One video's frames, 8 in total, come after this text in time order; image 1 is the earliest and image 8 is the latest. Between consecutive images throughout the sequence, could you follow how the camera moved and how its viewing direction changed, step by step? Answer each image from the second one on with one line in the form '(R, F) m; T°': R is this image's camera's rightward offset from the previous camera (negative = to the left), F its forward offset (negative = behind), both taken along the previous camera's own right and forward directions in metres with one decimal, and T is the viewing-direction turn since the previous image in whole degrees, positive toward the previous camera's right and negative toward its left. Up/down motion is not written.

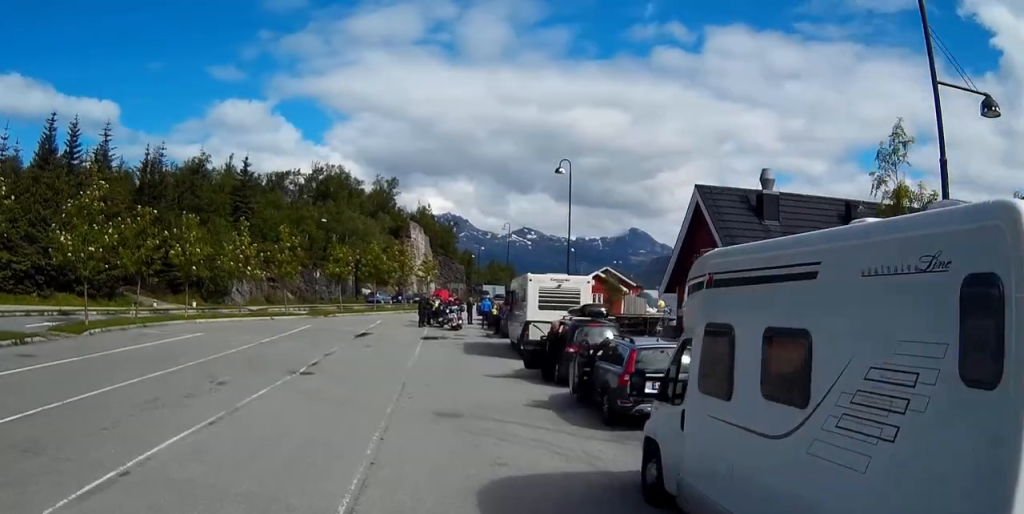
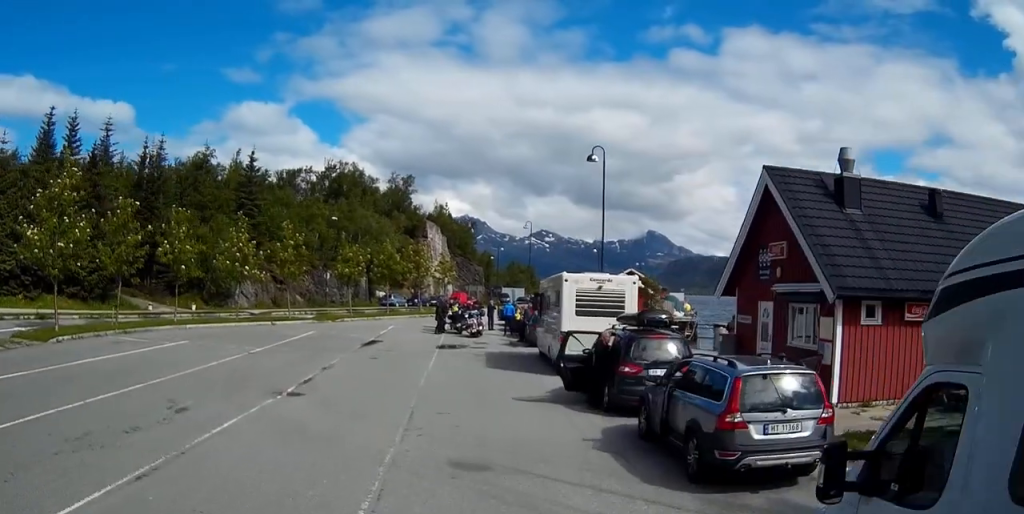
(+0.1, +3.6) m; 0°
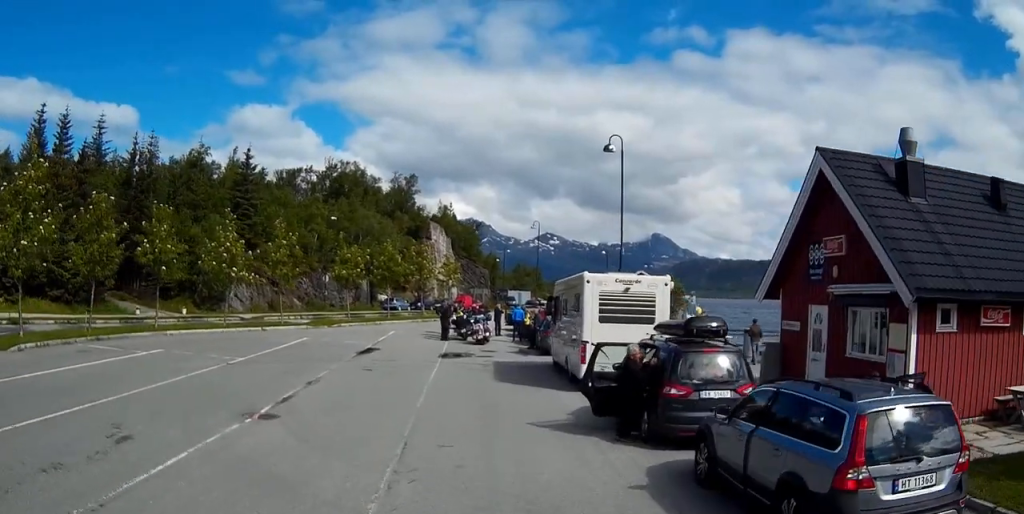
(-0.1, +2.6) m; -3°
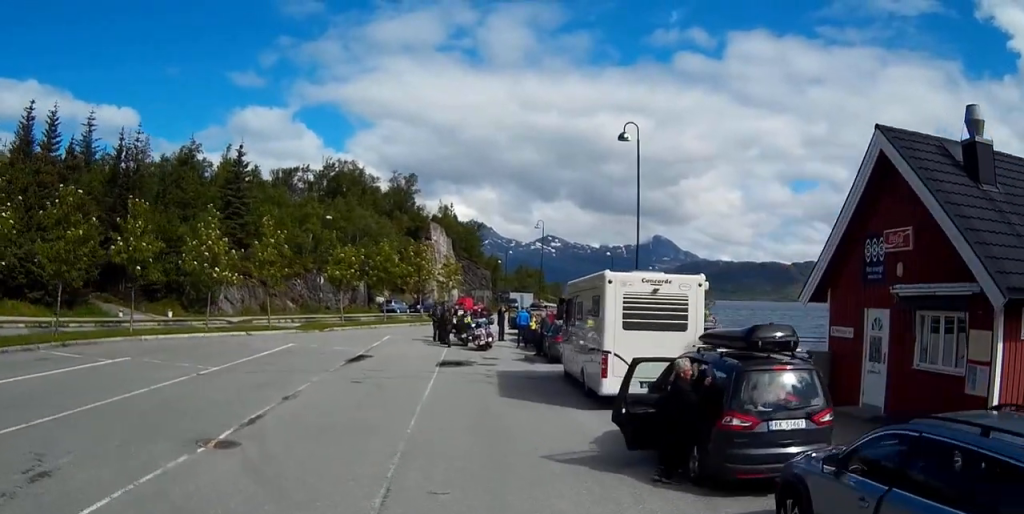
(0.0, +2.5) m; -3°
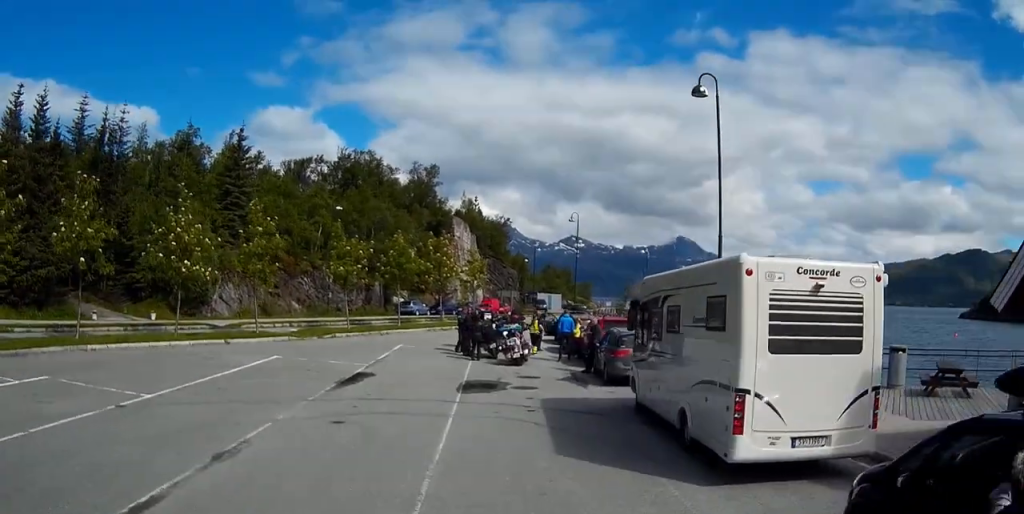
(-0.3, +6.3) m; 0°
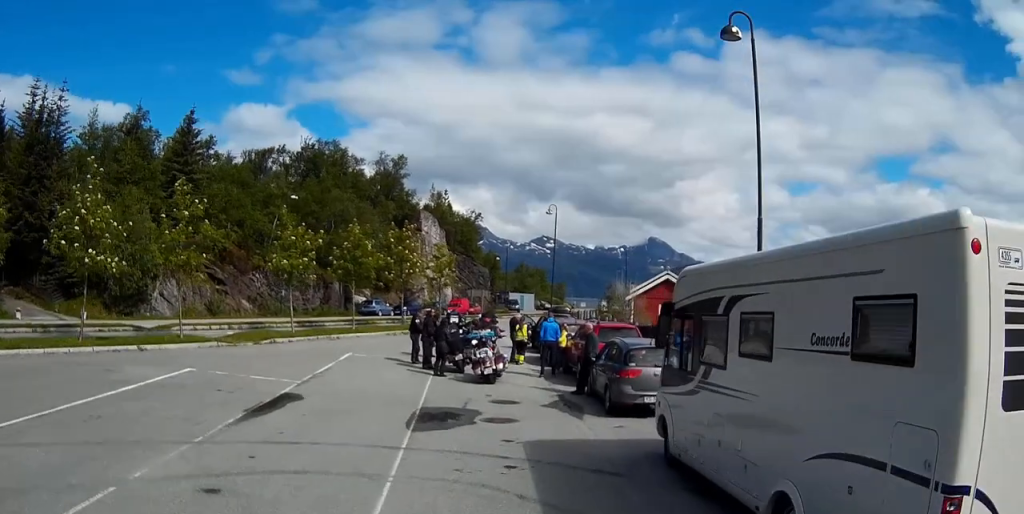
(+0.3, +5.2) m; +4°
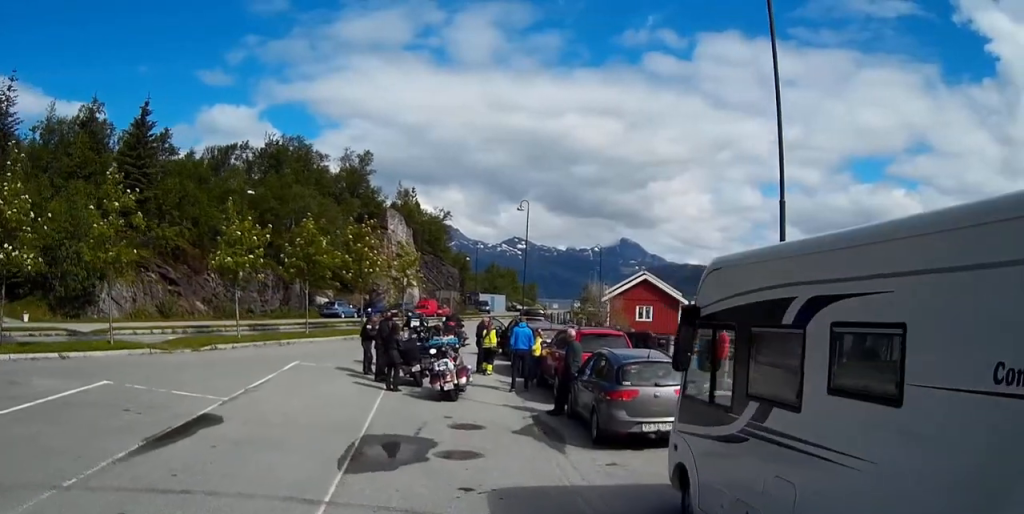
(+0.1, +3.1) m; 0°
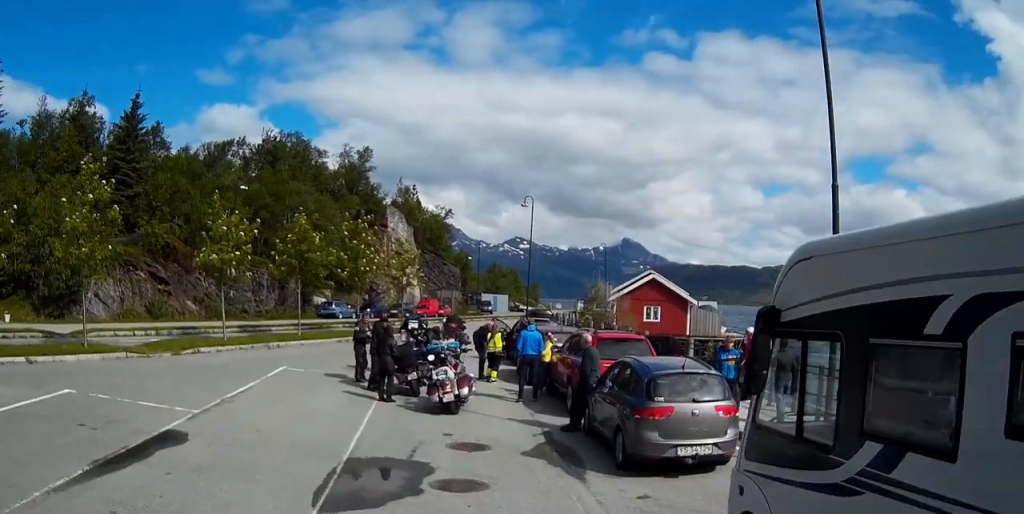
(0.0, +1.9) m; -1°
